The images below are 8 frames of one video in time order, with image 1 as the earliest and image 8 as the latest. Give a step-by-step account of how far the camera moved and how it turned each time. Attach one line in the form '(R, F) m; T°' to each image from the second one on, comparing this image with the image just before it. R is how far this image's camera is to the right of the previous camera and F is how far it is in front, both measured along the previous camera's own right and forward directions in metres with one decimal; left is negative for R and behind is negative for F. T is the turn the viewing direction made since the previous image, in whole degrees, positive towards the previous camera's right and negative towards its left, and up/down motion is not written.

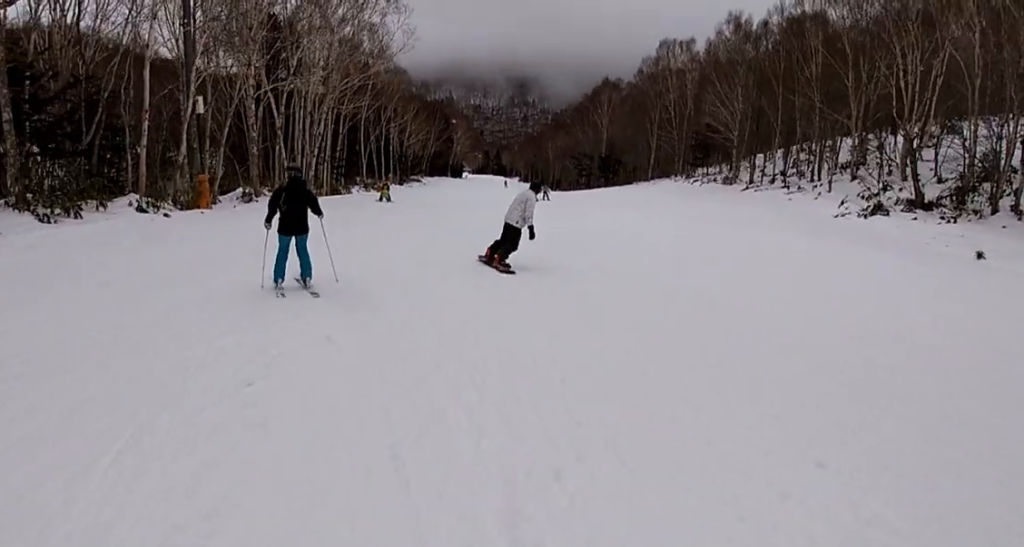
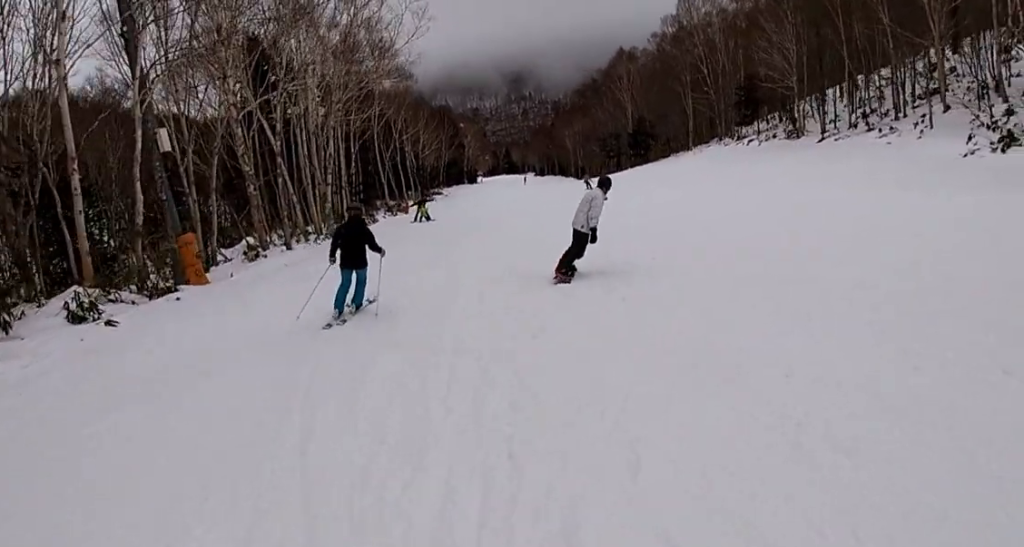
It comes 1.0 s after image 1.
(-0.1, +7.7) m; +9°
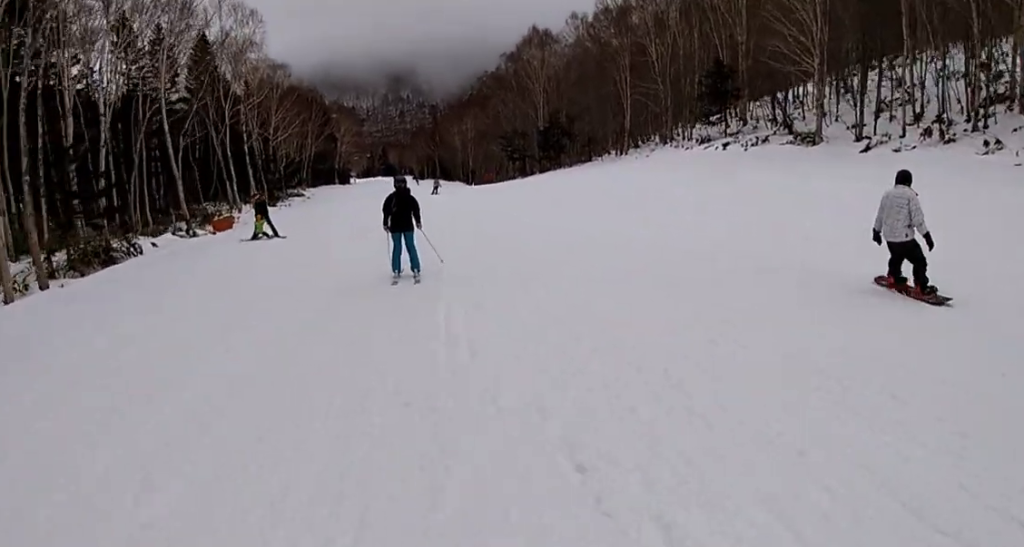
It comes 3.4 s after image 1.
(+0.8, +19.6) m; -1°
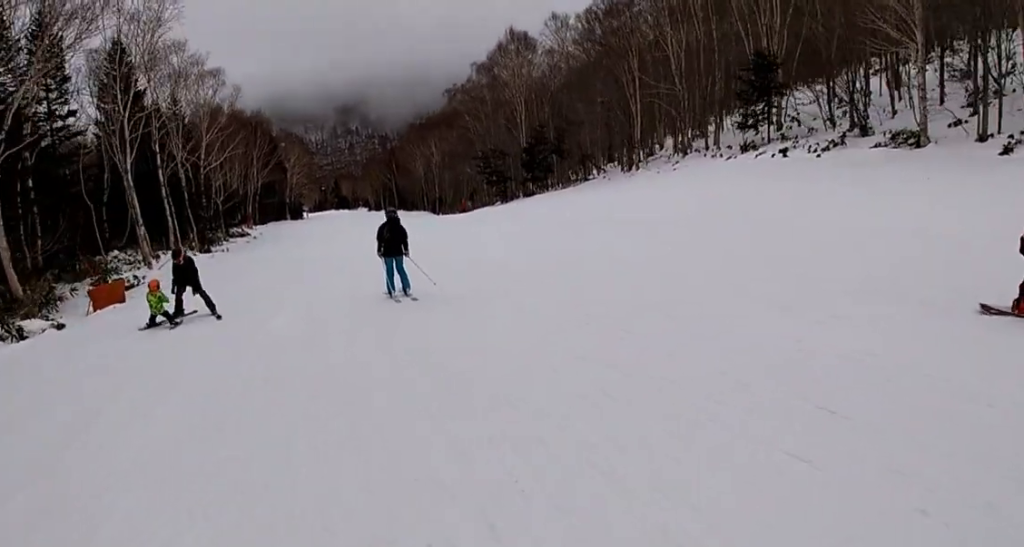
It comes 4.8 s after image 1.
(+0.3, +11.8) m; 0°
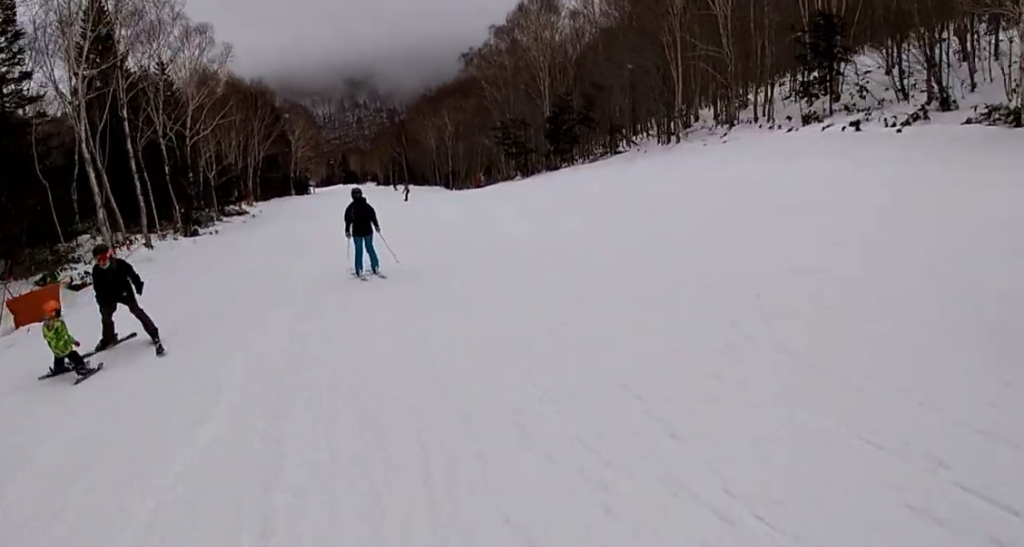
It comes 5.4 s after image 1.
(-0.4, +5.0) m; 0°
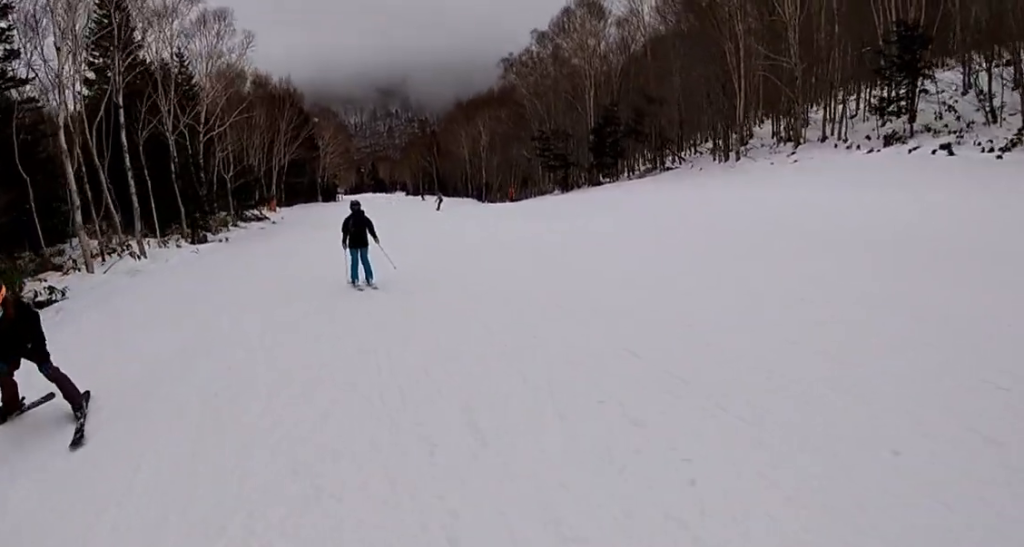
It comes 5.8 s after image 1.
(+0.5, +3.9) m; 0°
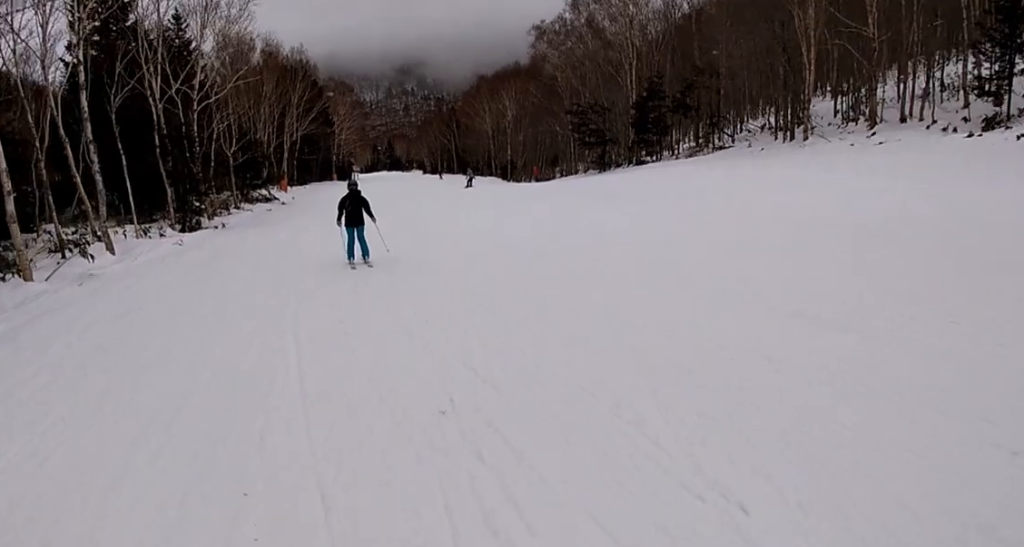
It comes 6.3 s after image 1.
(+0.5, +4.8) m; 0°
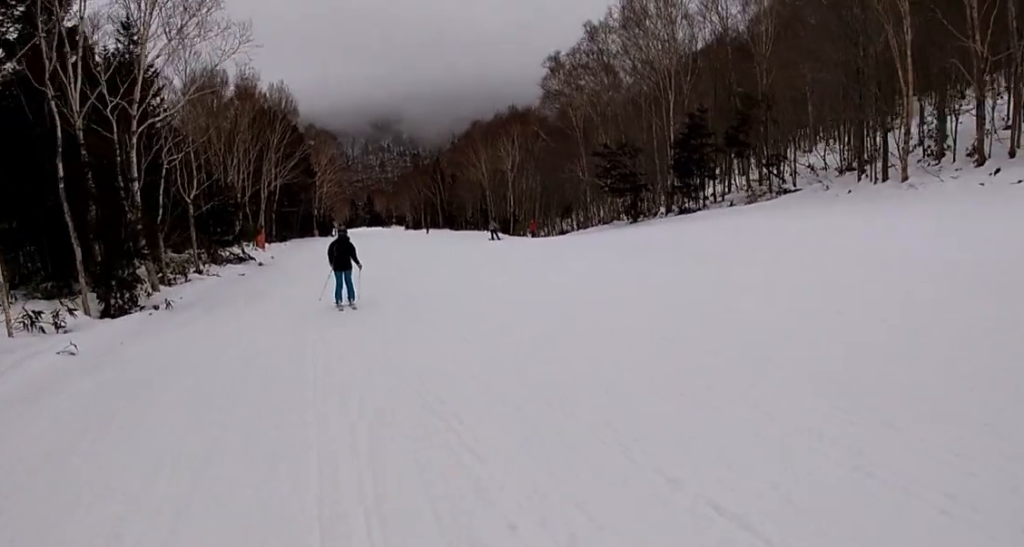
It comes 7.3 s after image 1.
(-1.1, +8.7) m; -3°
